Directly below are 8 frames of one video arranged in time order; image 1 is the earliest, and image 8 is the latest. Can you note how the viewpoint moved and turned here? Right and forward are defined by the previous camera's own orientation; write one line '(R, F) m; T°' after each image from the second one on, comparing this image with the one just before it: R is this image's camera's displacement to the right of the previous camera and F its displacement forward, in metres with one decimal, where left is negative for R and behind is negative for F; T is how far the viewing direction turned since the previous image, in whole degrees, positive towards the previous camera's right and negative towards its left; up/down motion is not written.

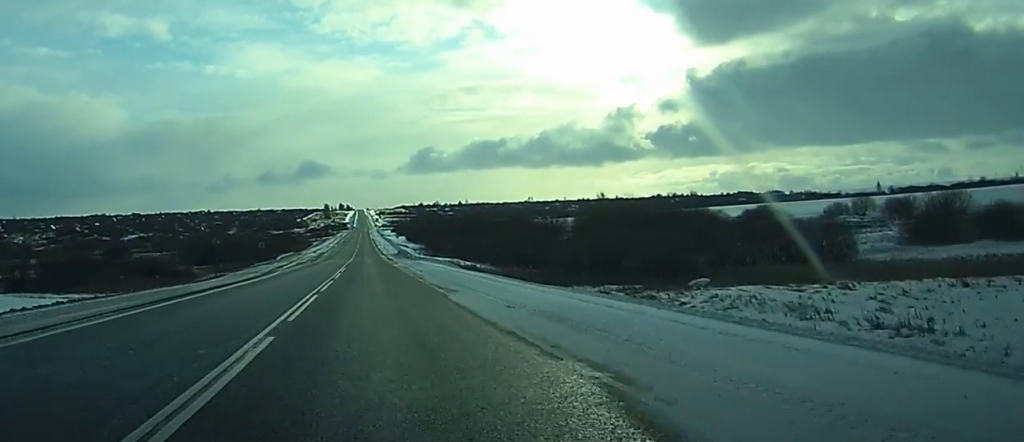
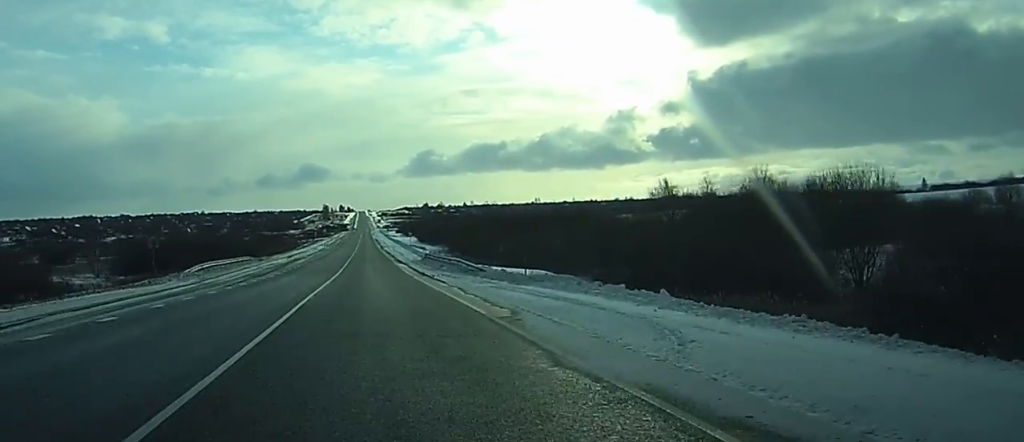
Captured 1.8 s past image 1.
(+0.1, +58.6) m; 0°
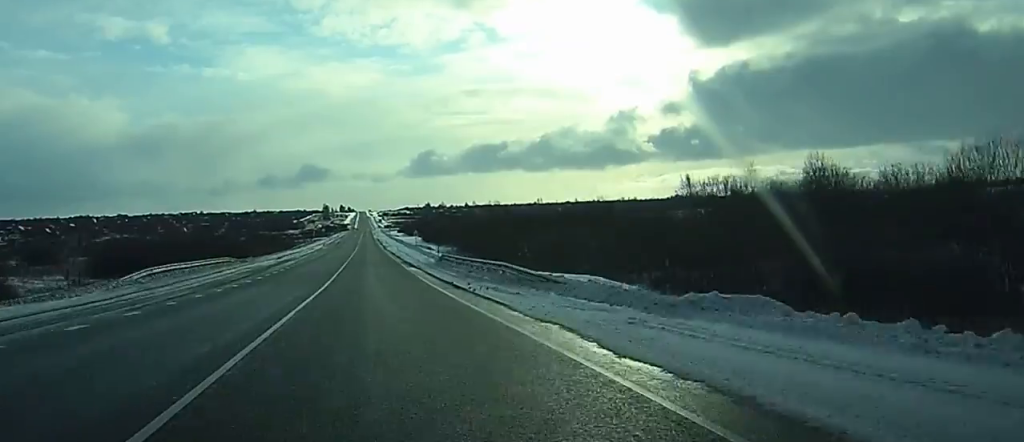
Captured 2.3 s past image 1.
(0.0, +14.9) m; 0°
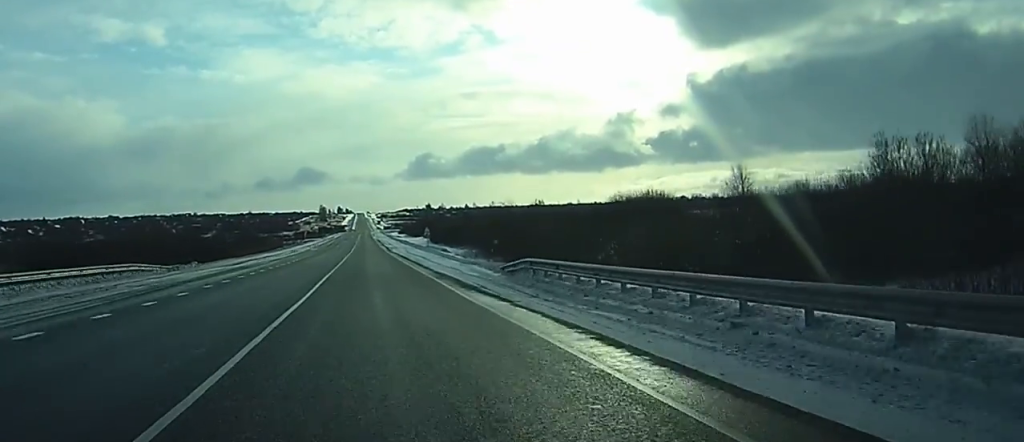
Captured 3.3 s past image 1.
(0.0, +30.7) m; 0°
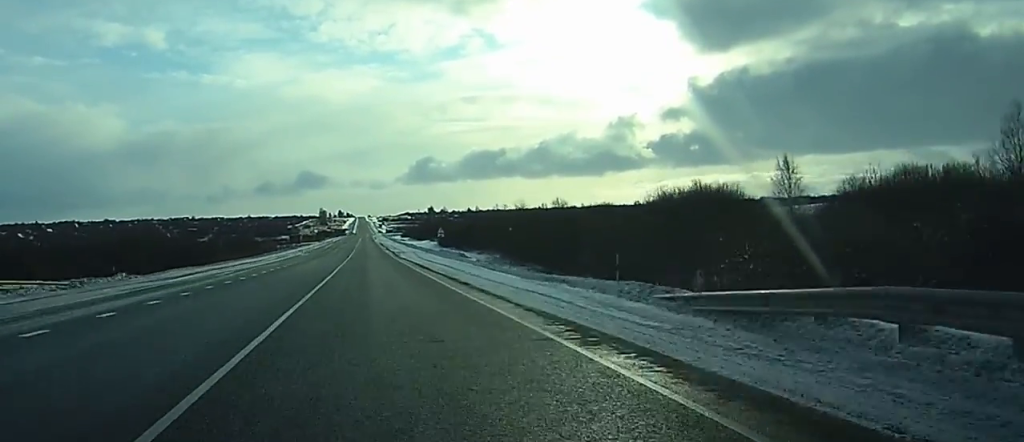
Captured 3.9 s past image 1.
(0.0, +20.0) m; 0°
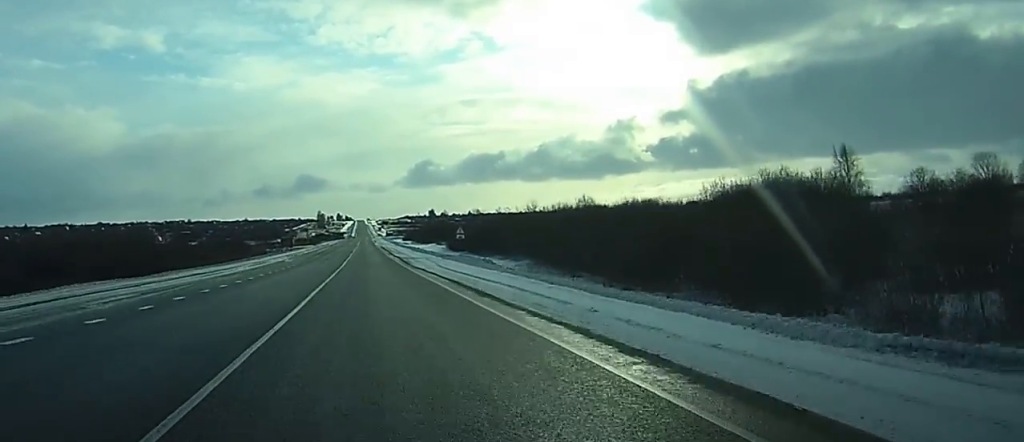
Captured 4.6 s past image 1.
(0.0, +21.0) m; 0°
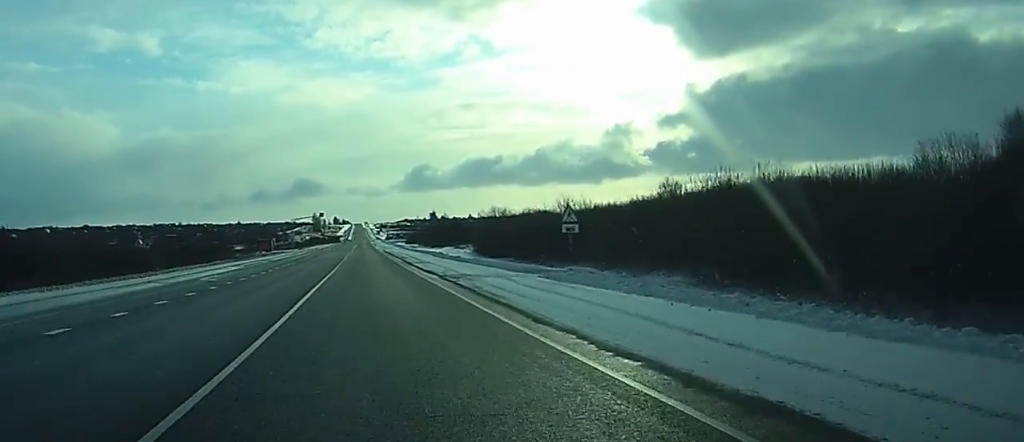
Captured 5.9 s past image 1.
(0.0, +42.5) m; 0°
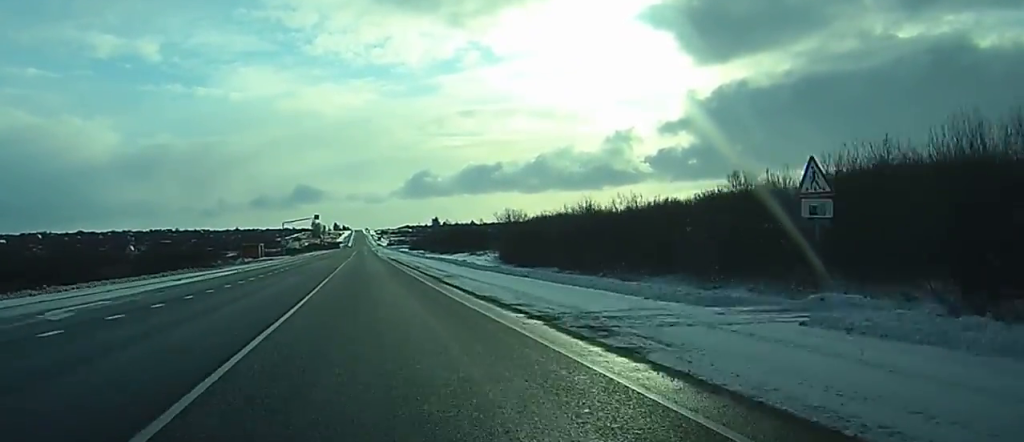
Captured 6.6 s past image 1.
(0.0, +20.5) m; 0°
